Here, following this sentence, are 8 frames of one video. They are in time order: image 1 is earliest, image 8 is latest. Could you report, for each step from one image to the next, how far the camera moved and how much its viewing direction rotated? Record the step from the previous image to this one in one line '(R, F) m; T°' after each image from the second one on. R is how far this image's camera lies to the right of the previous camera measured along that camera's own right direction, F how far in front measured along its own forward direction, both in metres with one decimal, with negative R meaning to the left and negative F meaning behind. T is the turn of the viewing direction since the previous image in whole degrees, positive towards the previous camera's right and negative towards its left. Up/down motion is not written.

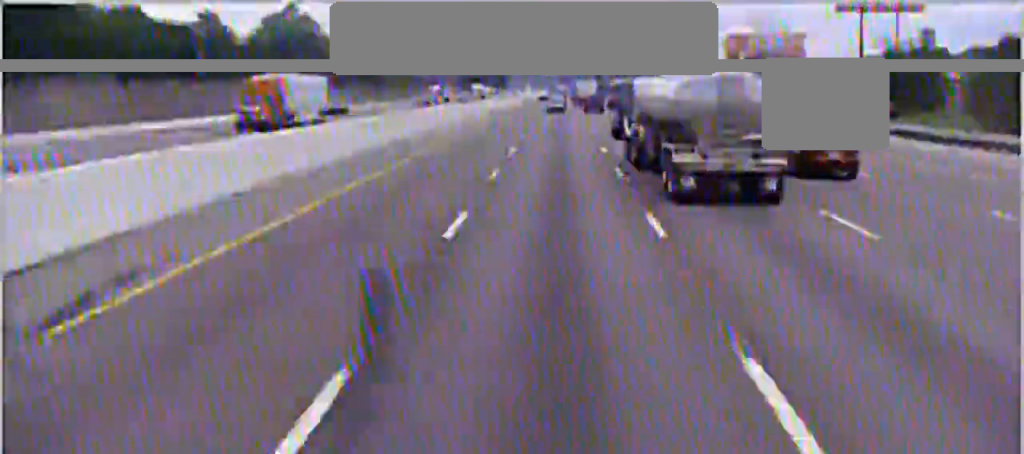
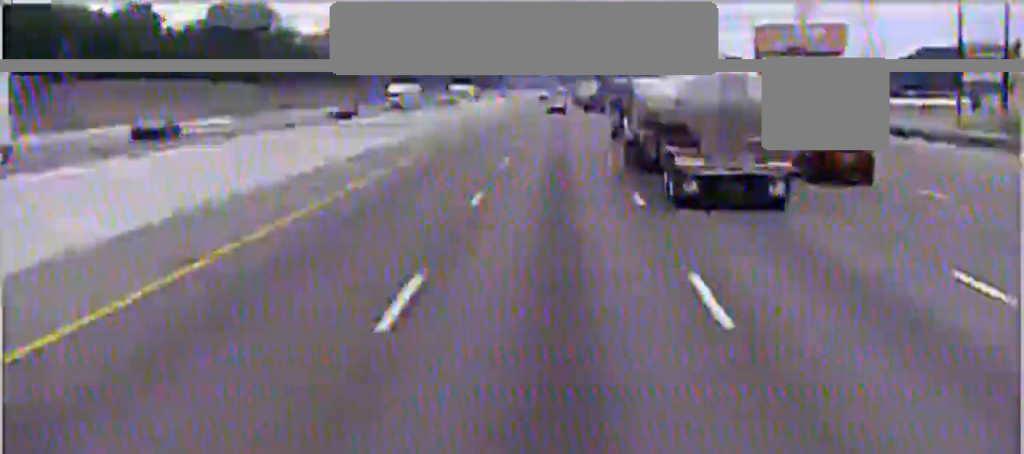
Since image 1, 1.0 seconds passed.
(+0.1, +35.9) m; 0°
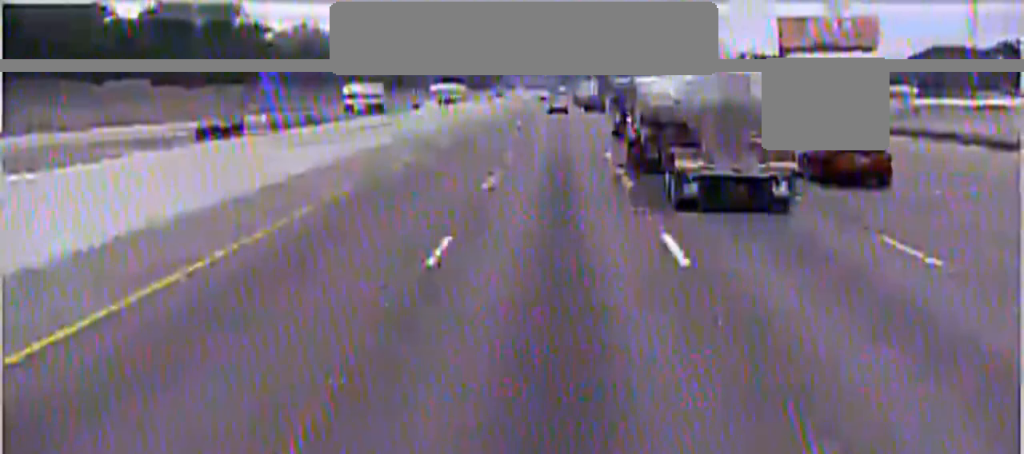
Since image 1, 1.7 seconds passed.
(-0.1, +24.8) m; 0°
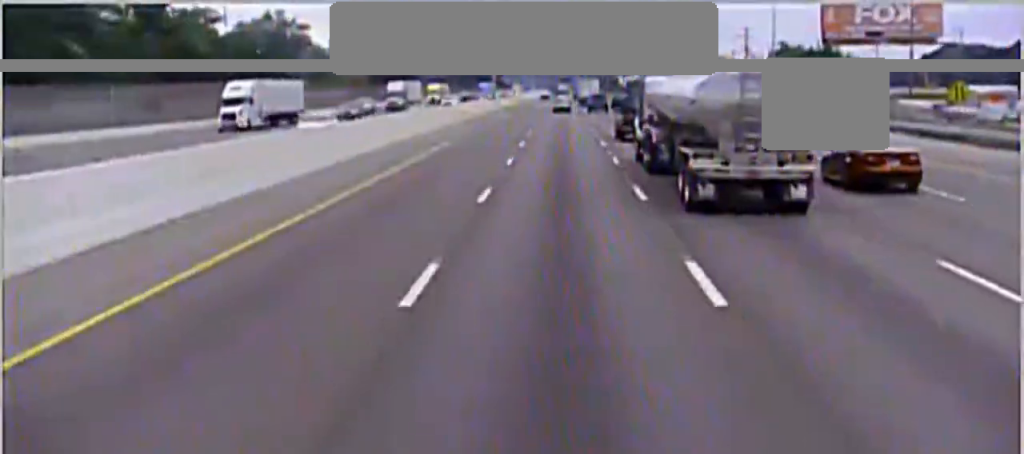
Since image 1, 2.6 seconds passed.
(+0.2, +31.5) m; 0°
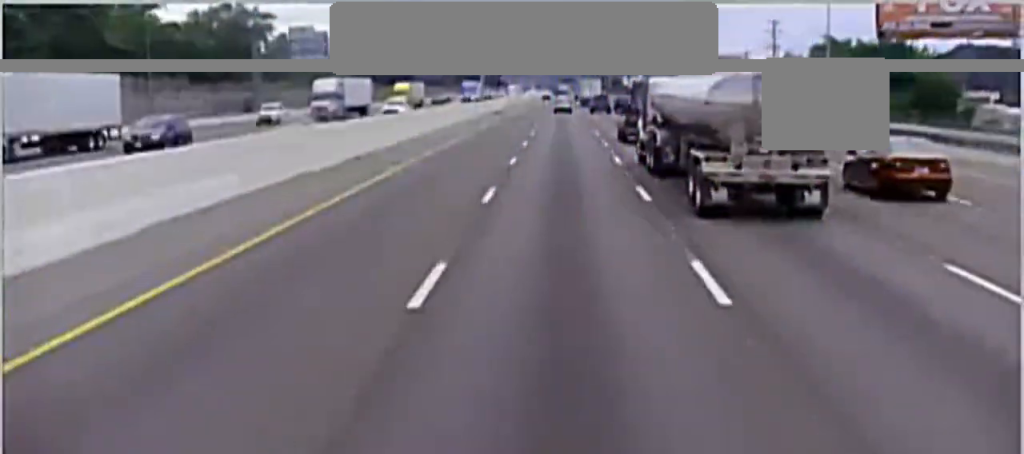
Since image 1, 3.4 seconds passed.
(0.0, +26.7) m; 0°
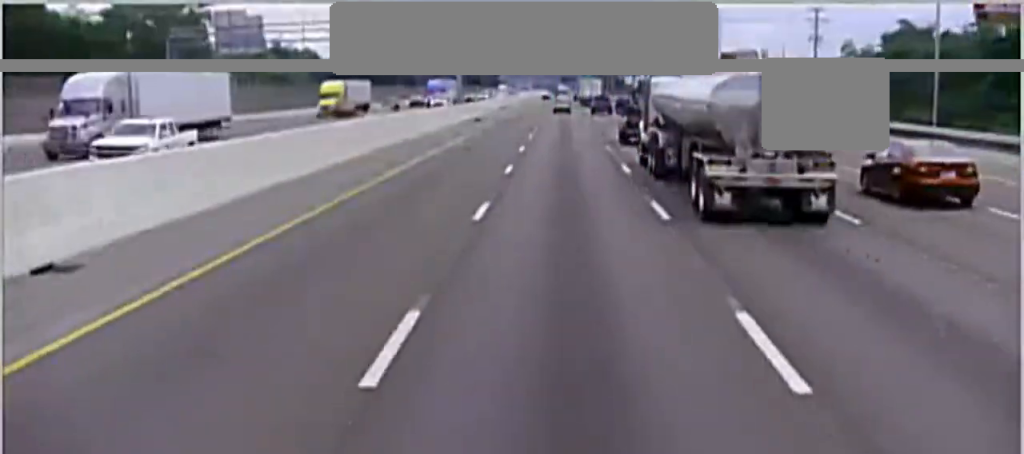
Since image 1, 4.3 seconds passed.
(0.0, +30.3) m; 0°
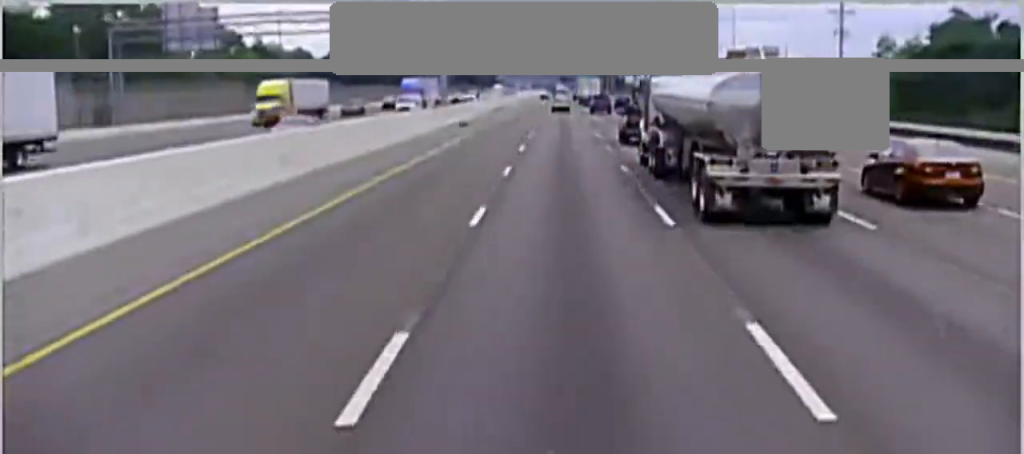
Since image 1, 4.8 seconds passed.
(+0.1, +13.9) m; 0°
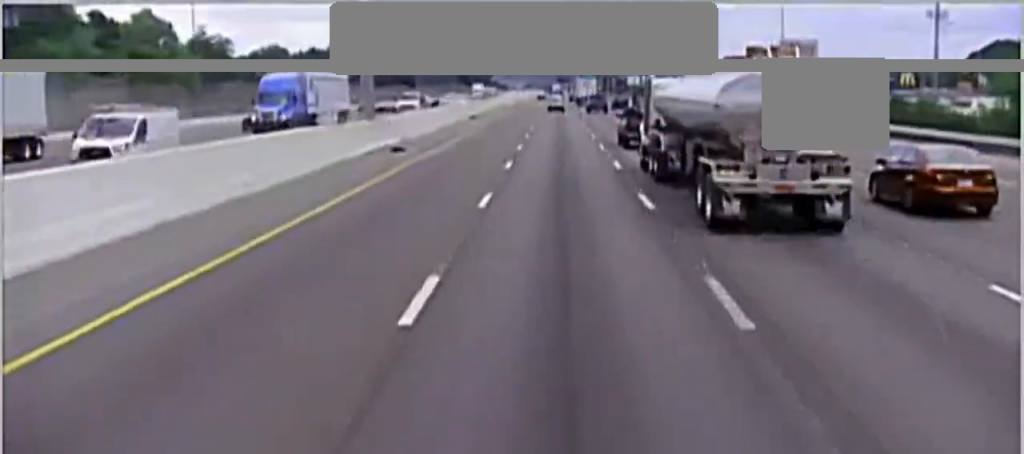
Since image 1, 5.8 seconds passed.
(-0.1, +33.6) m; 0°
